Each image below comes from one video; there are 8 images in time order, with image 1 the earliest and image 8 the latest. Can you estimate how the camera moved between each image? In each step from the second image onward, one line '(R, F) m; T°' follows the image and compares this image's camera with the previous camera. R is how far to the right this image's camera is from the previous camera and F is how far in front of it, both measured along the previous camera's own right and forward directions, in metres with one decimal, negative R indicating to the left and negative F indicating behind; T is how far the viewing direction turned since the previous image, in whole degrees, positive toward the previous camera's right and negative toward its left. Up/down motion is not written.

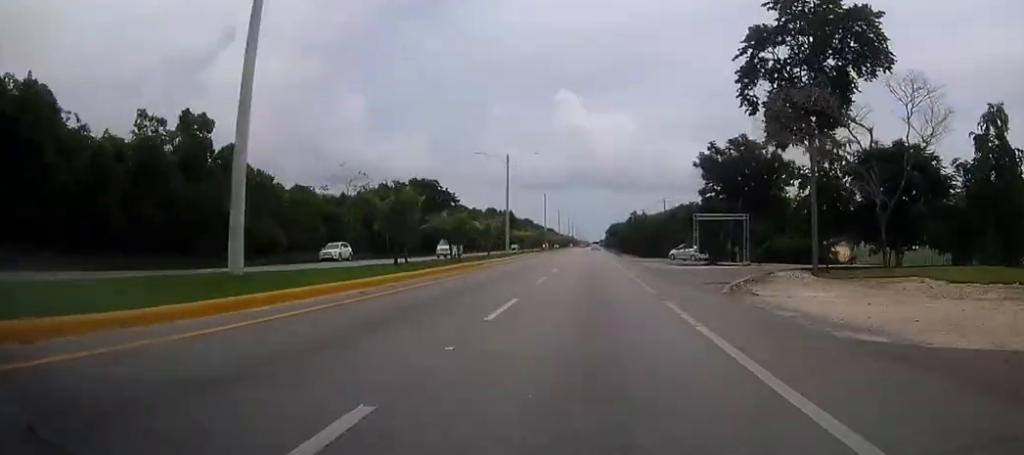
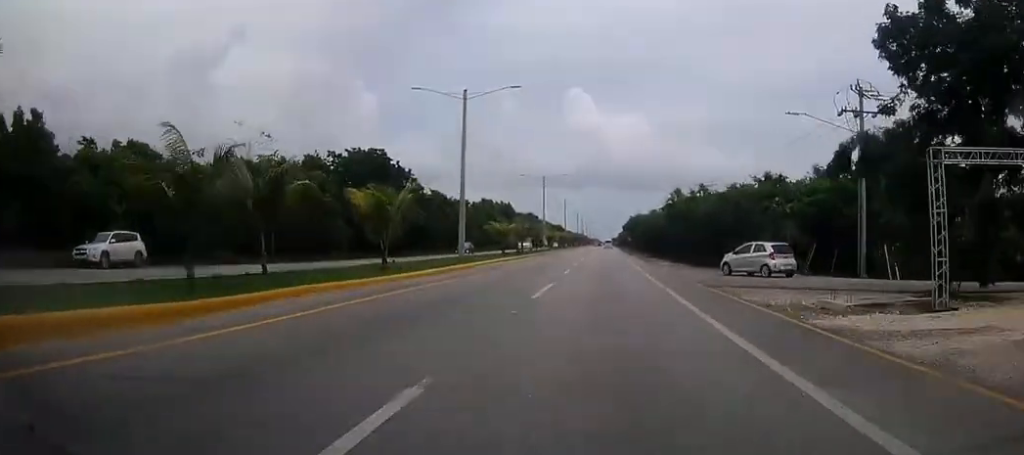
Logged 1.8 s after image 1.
(-0.1, +33.0) m; 0°
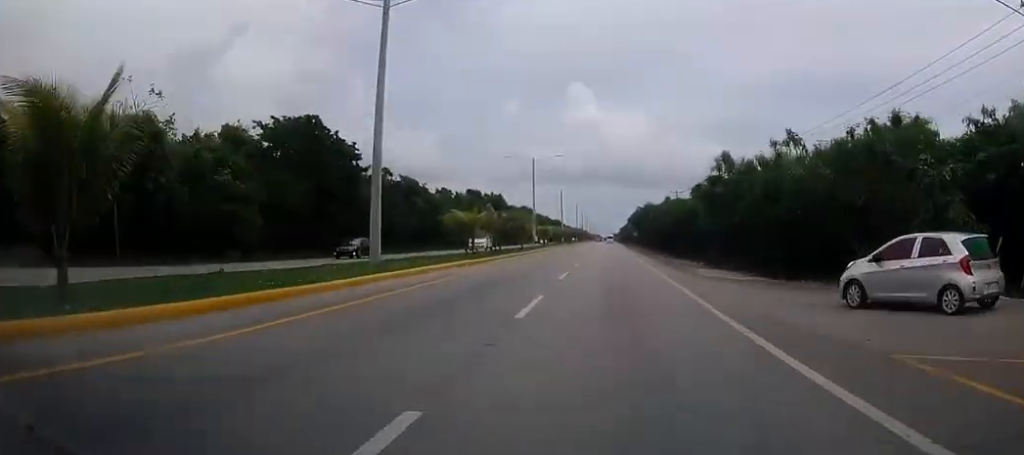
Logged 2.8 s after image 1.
(0.0, +18.3) m; 0°
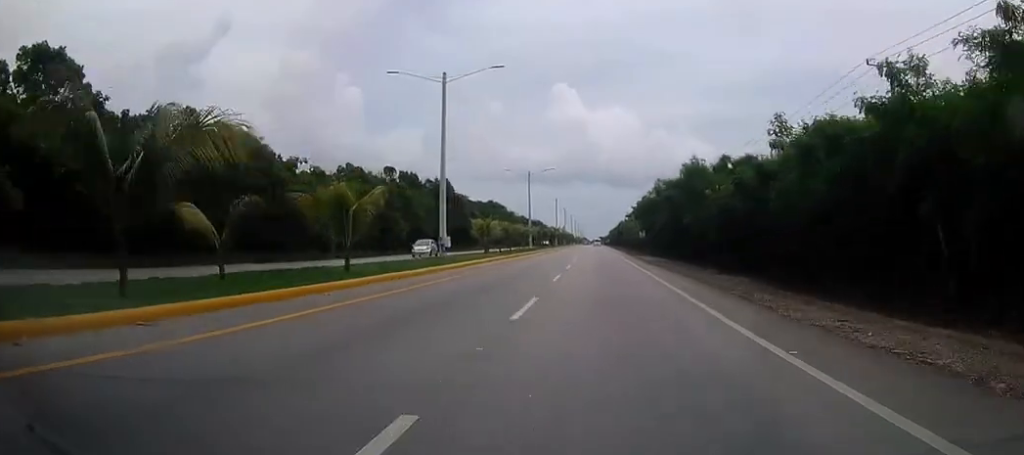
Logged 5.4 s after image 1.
(+0.1, +46.8) m; 0°
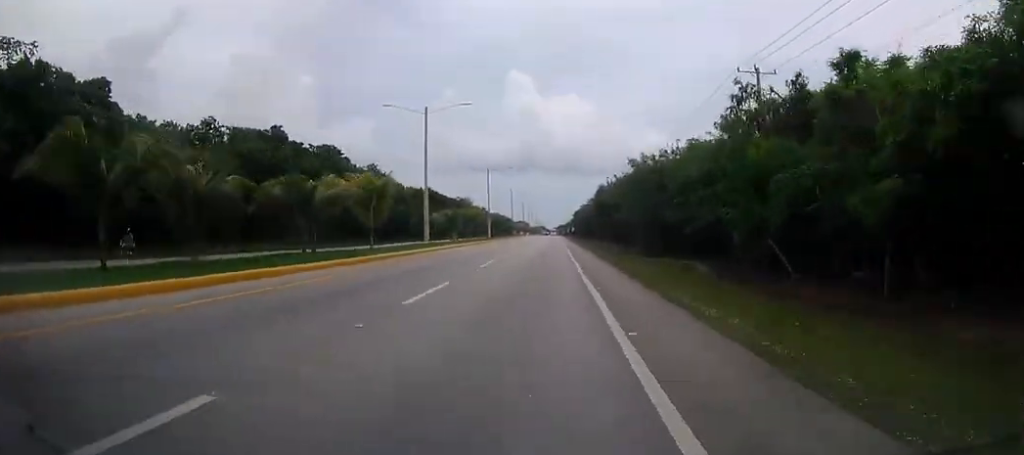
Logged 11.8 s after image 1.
(+1.9, +102.6) m; +2°
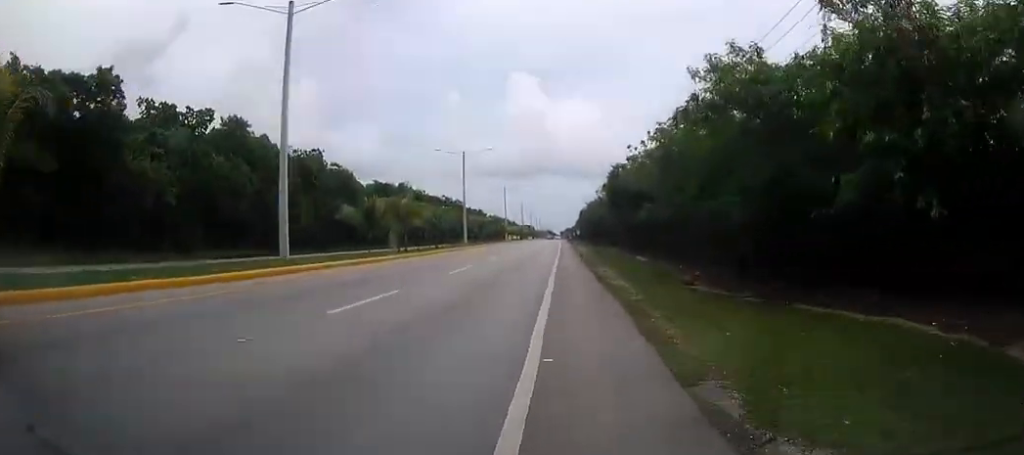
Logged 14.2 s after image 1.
(+0.1, +27.9) m; 0°
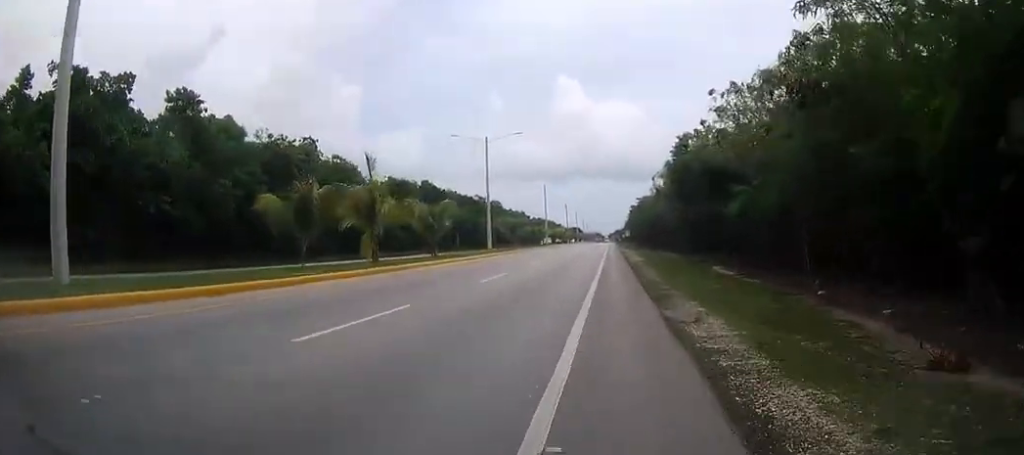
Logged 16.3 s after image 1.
(-0.1, +18.1) m; +1°
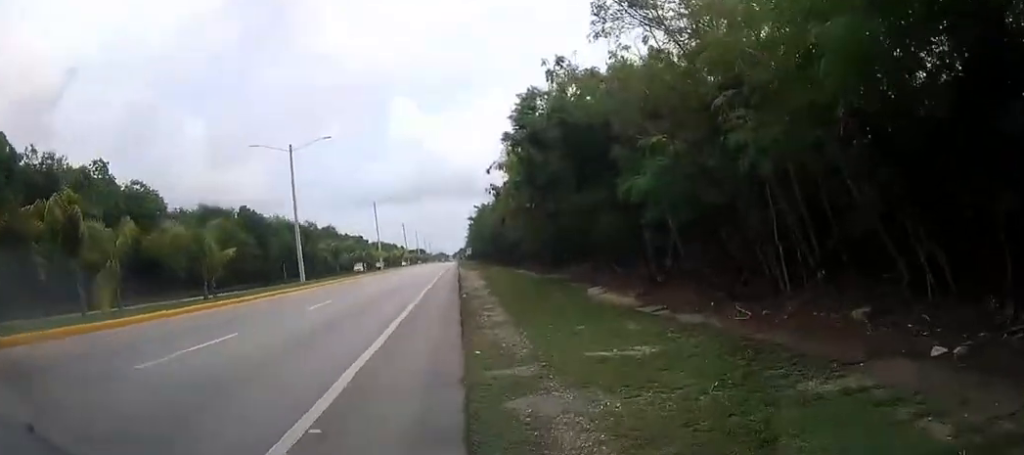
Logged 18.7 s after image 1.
(+0.2, +14.5) m; +4°
